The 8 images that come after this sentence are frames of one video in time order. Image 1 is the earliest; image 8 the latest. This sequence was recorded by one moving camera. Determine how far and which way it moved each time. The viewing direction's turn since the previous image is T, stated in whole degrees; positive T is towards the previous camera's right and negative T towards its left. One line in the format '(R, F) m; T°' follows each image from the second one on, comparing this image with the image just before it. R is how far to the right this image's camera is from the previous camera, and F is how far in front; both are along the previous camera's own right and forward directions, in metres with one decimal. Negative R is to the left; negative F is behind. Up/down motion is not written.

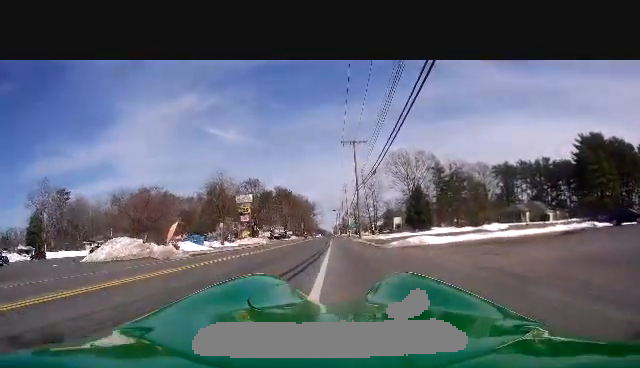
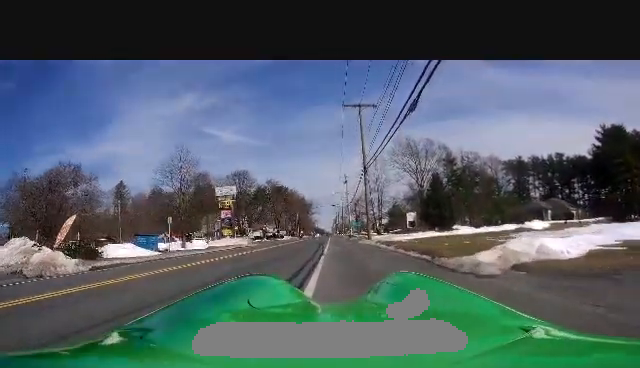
(-0.2, +12.8) m; -1°
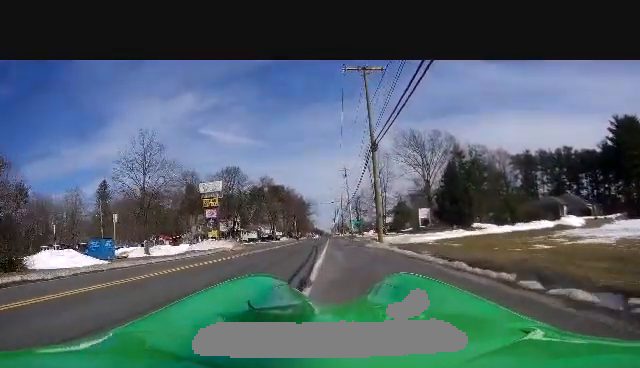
(+0.1, +7.8) m; +1°
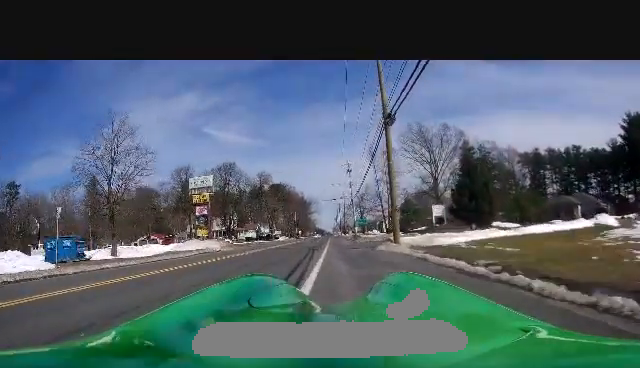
(+0.1, +5.2) m; 0°
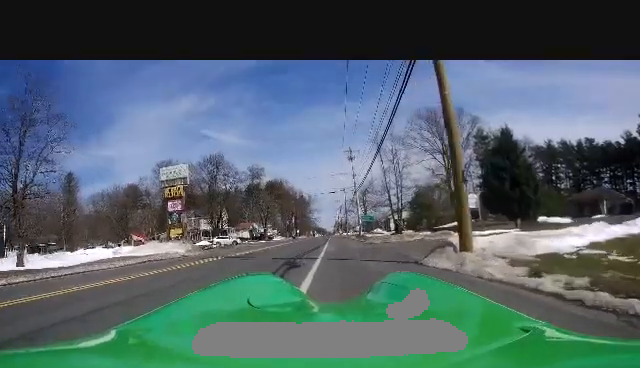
(-0.1, +9.2) m; -1°
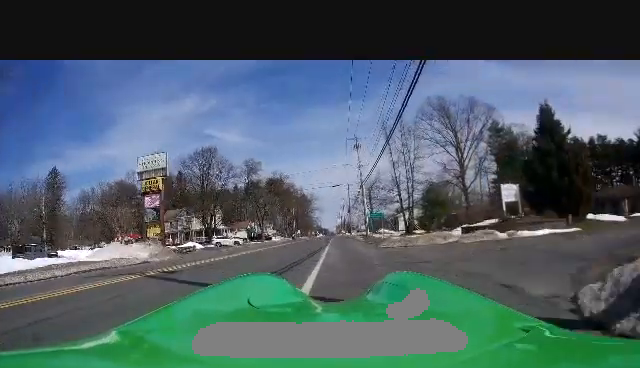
(0.0, +6.3) m; 0°
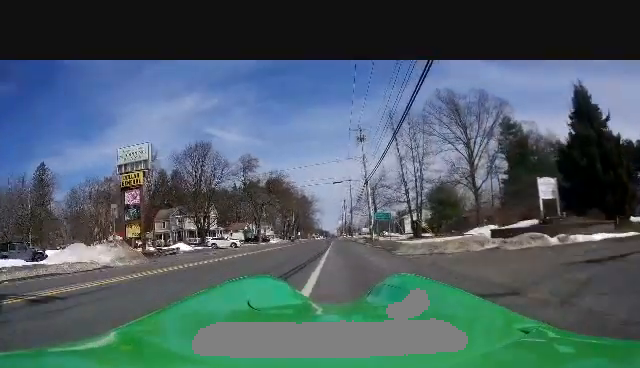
(0.0, +4.3) m; 0°
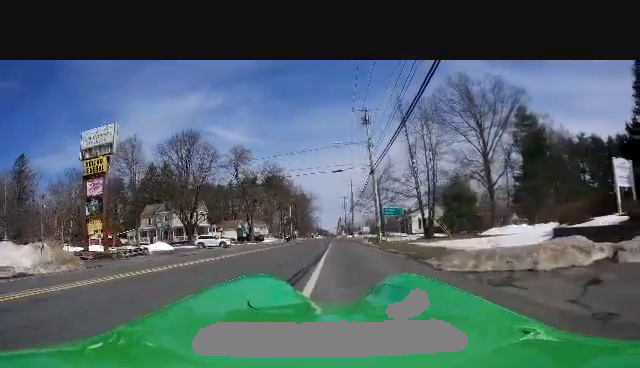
(0.0, +6.0) m; 0°
